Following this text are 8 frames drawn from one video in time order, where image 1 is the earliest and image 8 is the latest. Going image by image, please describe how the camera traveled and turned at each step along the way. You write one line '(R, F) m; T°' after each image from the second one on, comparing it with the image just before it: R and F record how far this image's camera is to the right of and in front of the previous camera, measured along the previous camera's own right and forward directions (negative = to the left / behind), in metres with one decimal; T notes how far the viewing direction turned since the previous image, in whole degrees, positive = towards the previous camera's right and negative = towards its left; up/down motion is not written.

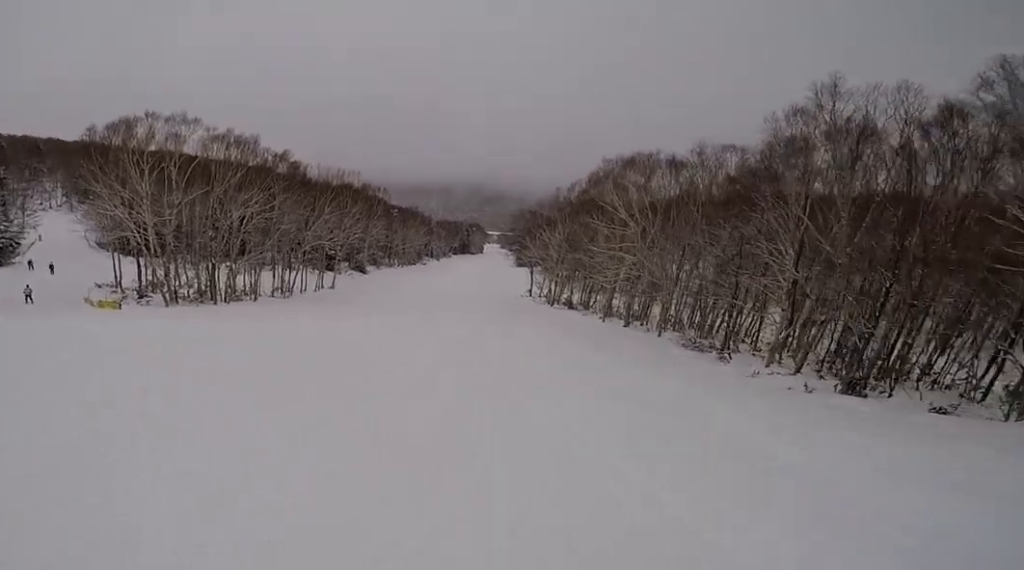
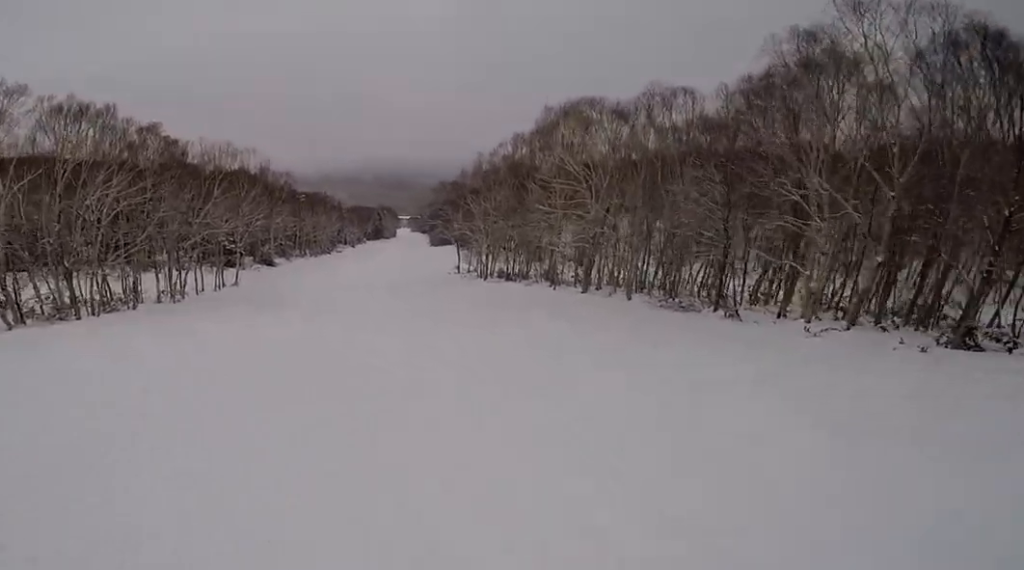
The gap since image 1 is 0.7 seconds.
(+0.7, +7.2) m; -3°
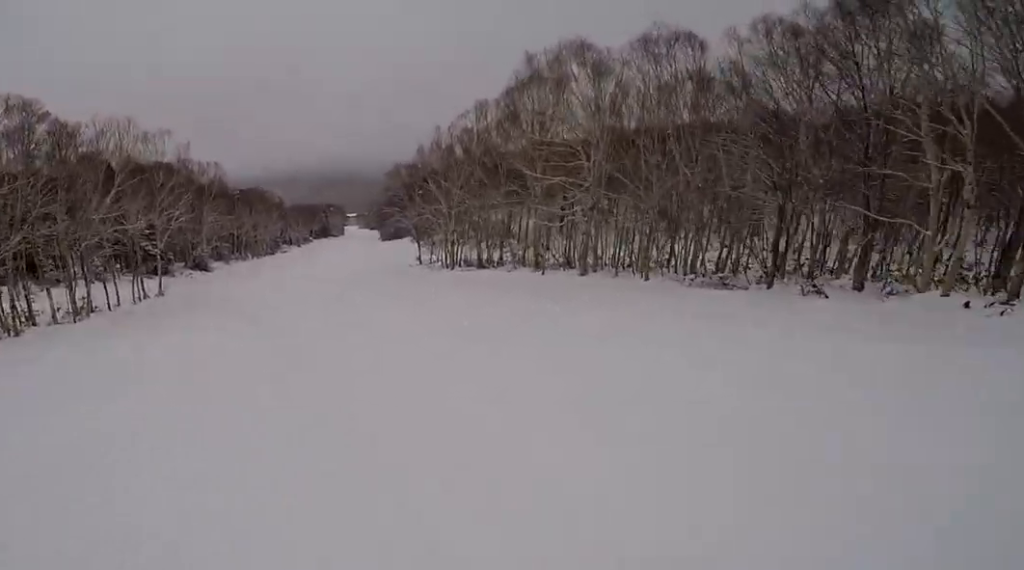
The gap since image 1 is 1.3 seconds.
(-1.7, +7.1) m; -7°
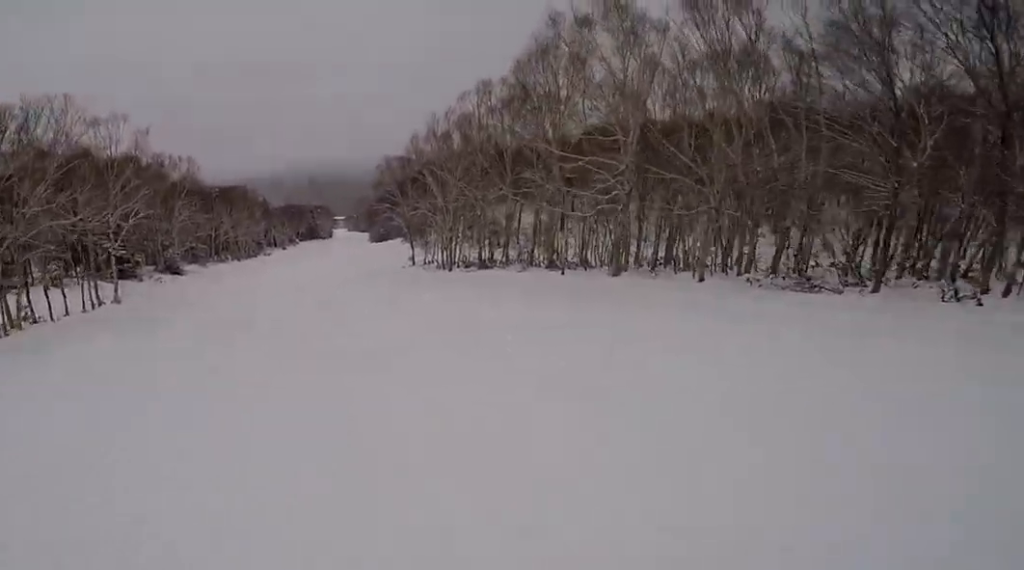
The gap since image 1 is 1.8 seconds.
(0.0, +5.7) m; -1°
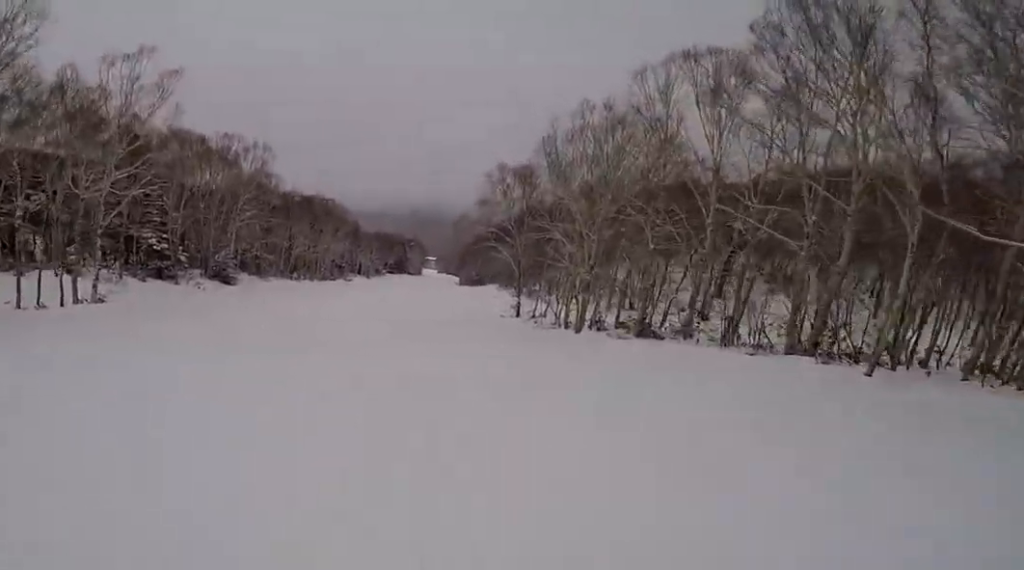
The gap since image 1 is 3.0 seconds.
(+0.6, +14.6) m; +2°
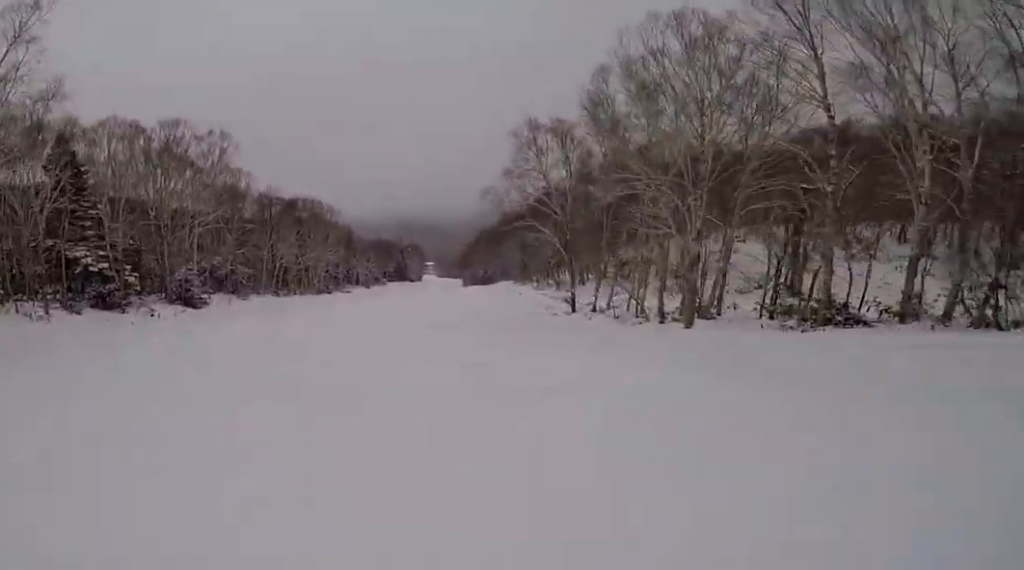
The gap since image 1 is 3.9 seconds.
(-0.1, +10.1) m; +1°
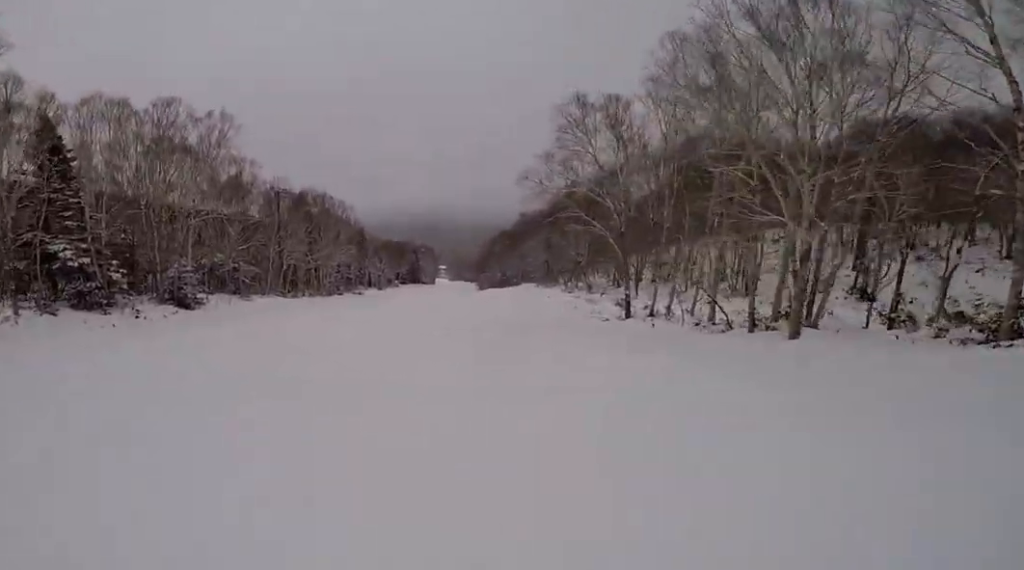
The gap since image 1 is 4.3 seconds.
(-0.1, +4.5) m; +1°
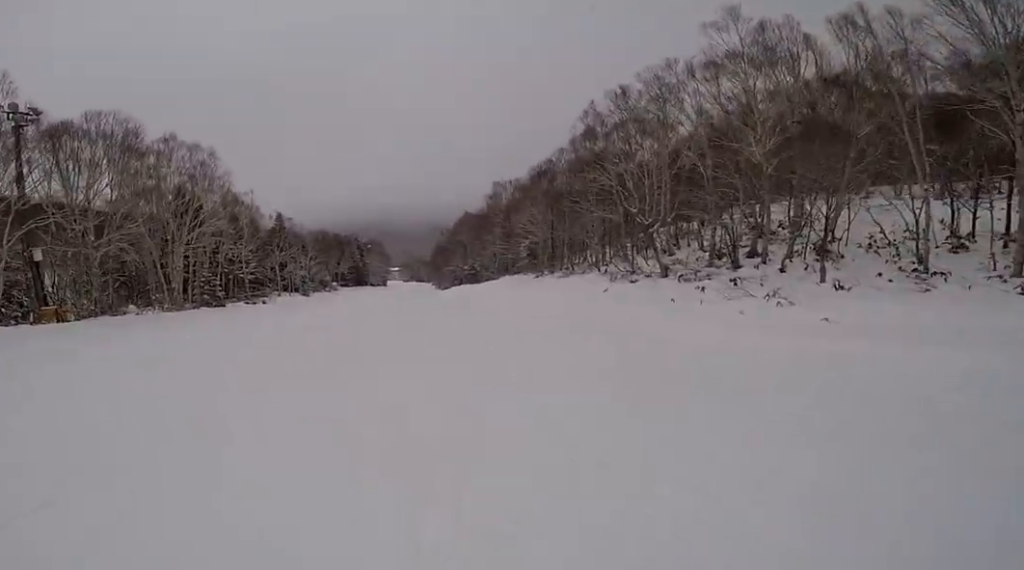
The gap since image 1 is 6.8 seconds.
(+2.2, +27.8) m; +4°
